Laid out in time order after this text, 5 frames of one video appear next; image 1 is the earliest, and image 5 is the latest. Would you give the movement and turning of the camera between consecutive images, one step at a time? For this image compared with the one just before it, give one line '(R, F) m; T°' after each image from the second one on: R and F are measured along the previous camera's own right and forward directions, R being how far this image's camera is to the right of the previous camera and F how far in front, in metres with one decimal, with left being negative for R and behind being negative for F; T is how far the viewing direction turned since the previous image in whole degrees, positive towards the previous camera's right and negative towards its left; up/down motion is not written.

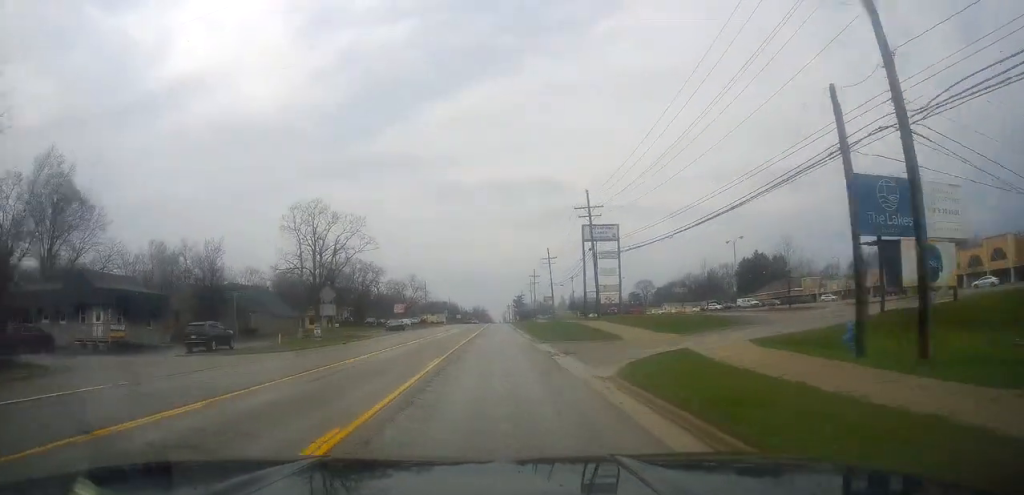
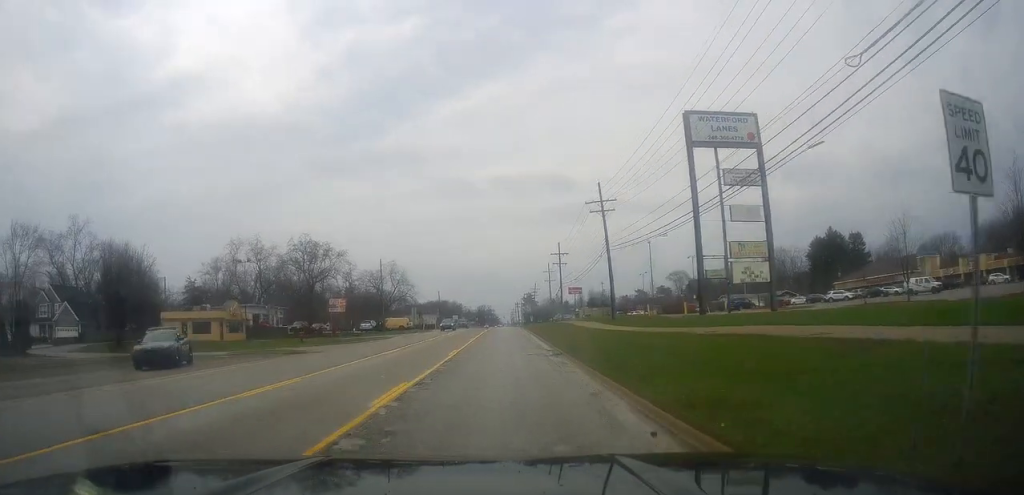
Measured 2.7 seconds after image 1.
(+0.6, +54.0) m; -1°
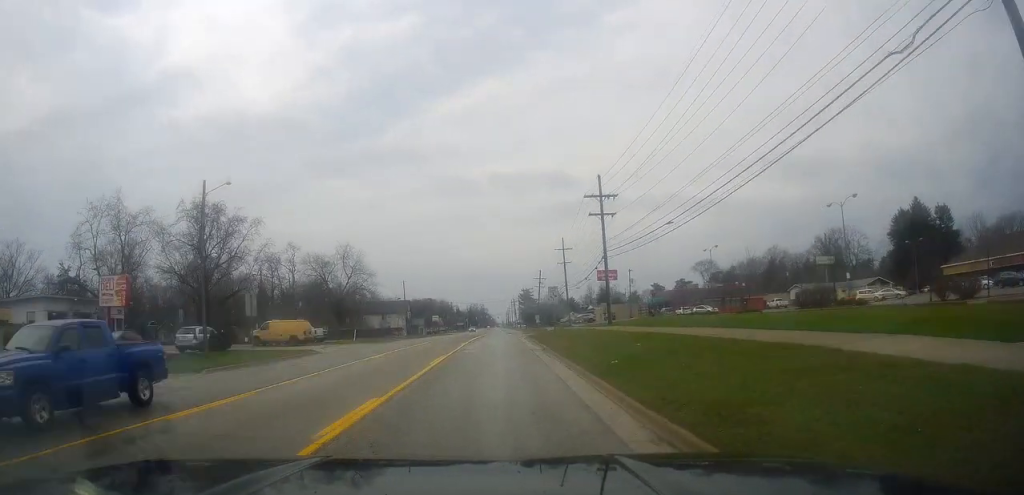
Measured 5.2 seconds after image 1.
(+0.8, +48.7) m; +1°
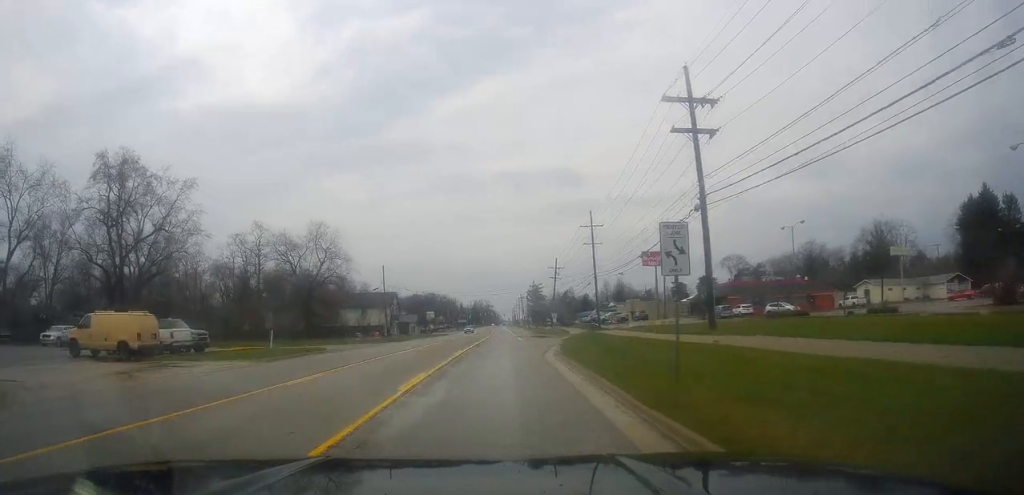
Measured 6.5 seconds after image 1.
(-0.1, +24.7) m; 0°
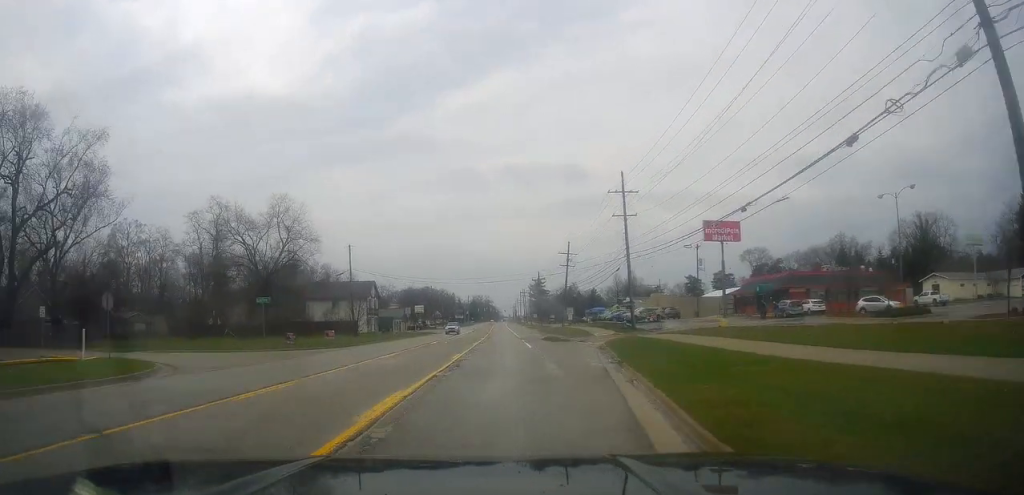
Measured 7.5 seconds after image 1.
(-0.1, +19.4) m; -1°
